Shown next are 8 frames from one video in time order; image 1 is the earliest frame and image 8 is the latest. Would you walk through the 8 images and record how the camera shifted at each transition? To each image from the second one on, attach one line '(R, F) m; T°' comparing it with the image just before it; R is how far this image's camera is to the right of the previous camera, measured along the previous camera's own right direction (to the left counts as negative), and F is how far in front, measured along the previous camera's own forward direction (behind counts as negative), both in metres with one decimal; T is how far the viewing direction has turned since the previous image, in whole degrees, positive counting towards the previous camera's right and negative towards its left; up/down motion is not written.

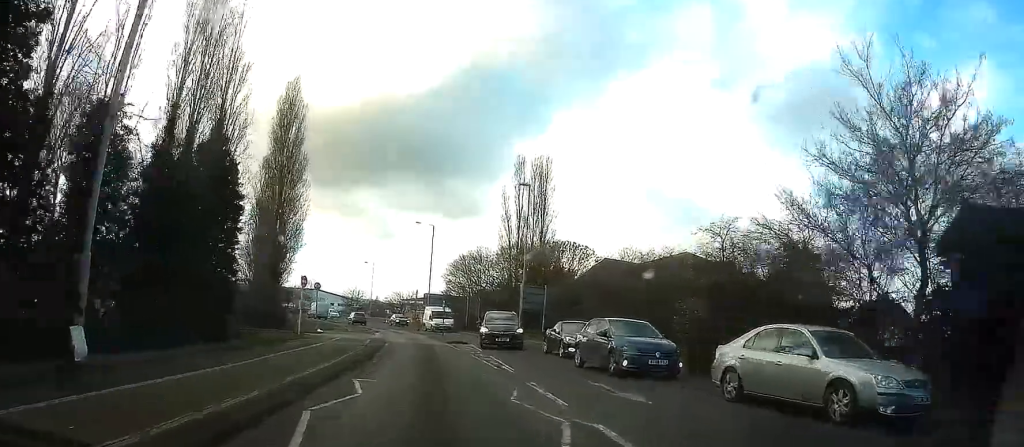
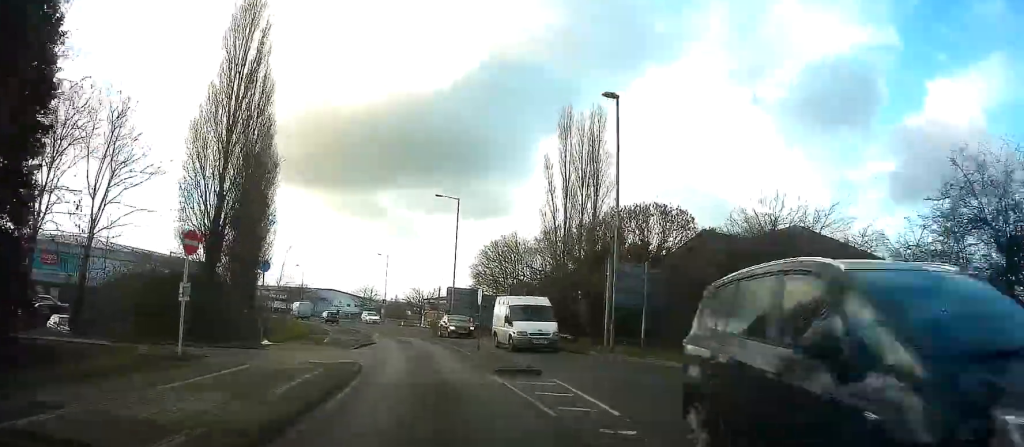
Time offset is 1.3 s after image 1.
(-0.3, +16.2) m; -3°
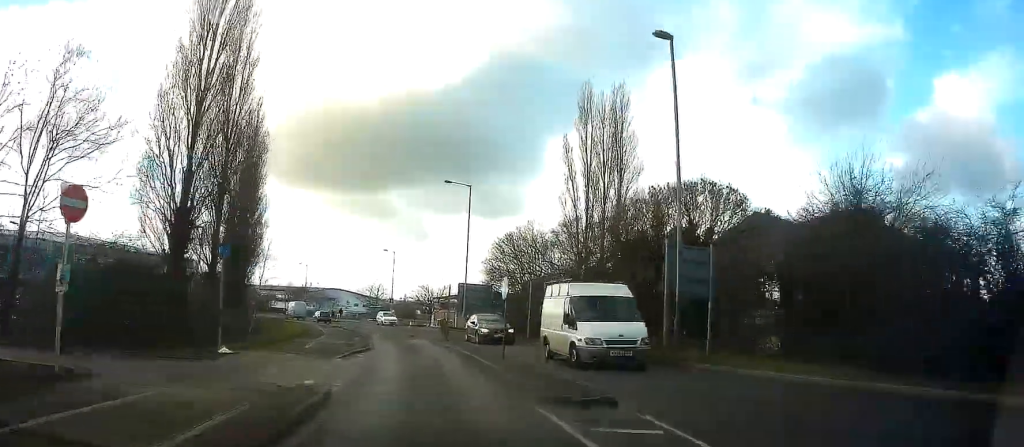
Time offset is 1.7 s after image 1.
(-0.2, +5.5) m; -1°
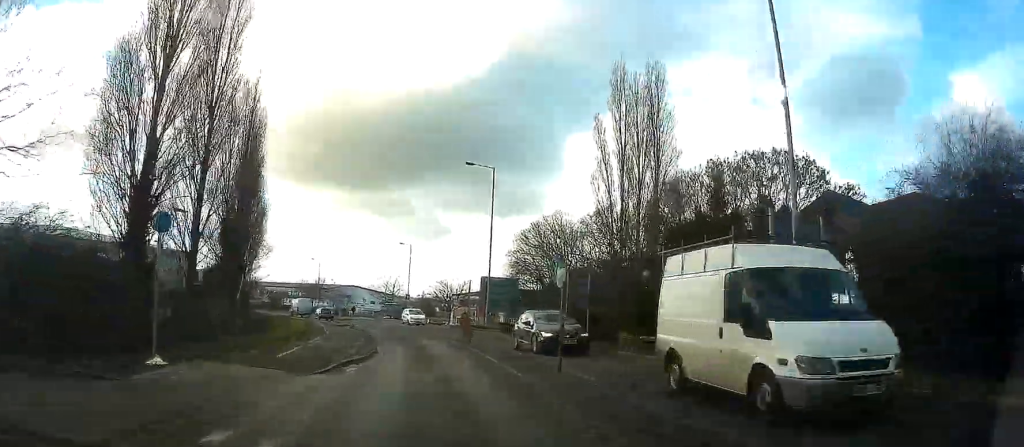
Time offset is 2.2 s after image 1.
(-0.1, +5.5) m; -1°
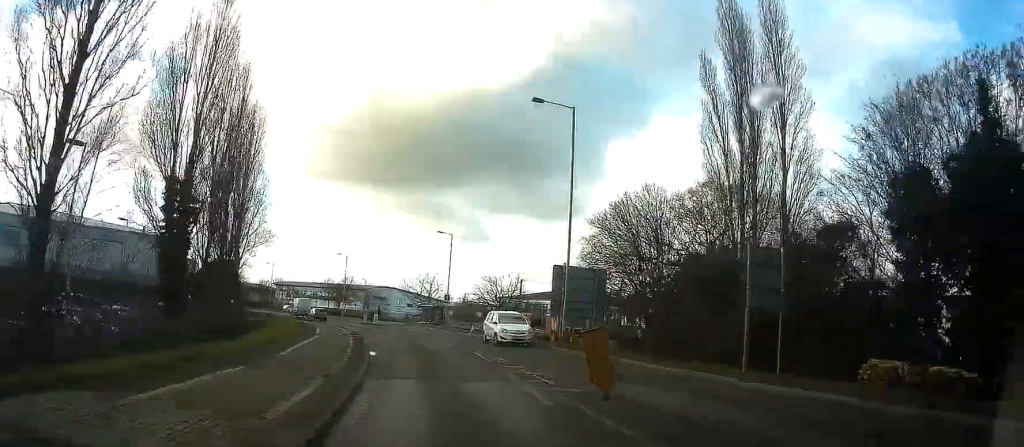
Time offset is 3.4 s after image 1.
(-1.4, +15.0) m; -16°
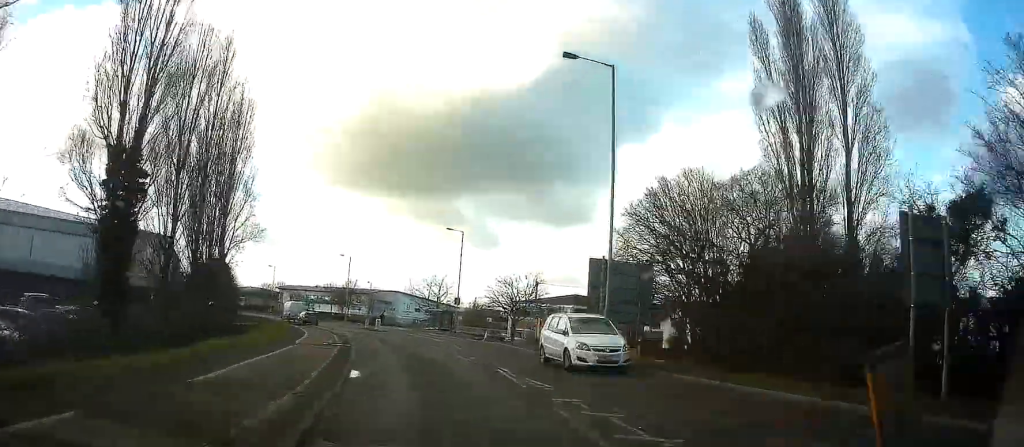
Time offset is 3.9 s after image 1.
(-1.4, +6.2) m; -4°
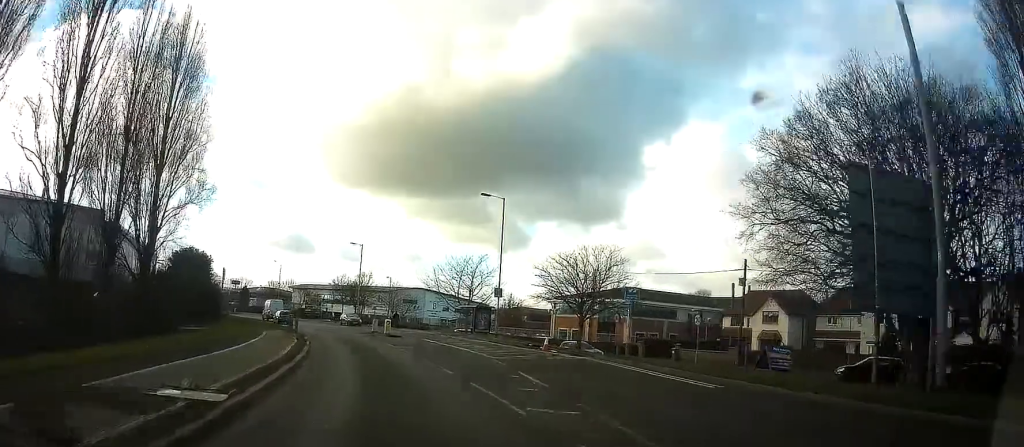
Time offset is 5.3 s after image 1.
(+0.7, +17.8) m; +9°
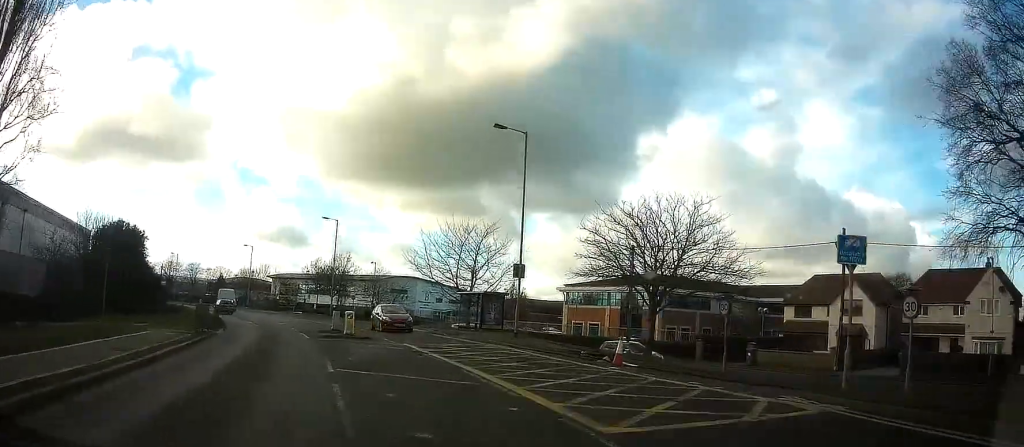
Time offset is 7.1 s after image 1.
(+1.9, +18.1) m; +5°
